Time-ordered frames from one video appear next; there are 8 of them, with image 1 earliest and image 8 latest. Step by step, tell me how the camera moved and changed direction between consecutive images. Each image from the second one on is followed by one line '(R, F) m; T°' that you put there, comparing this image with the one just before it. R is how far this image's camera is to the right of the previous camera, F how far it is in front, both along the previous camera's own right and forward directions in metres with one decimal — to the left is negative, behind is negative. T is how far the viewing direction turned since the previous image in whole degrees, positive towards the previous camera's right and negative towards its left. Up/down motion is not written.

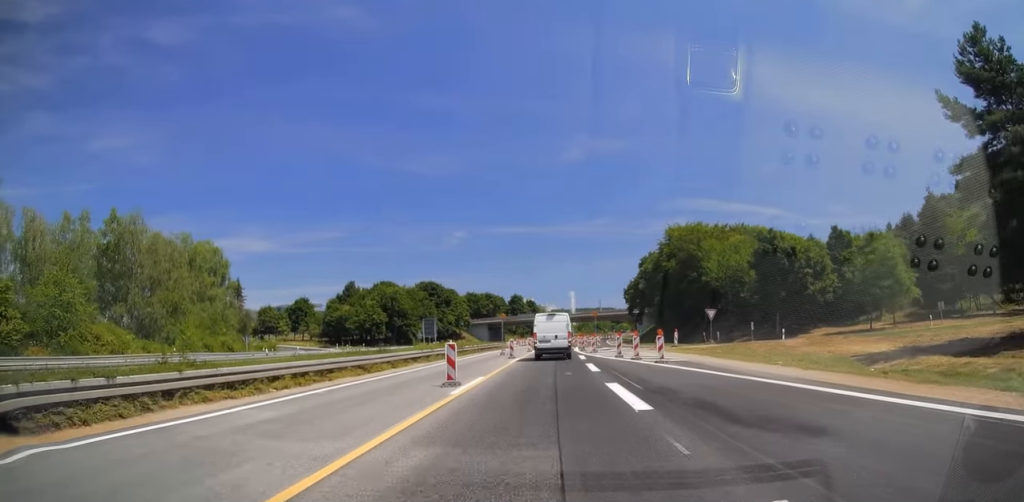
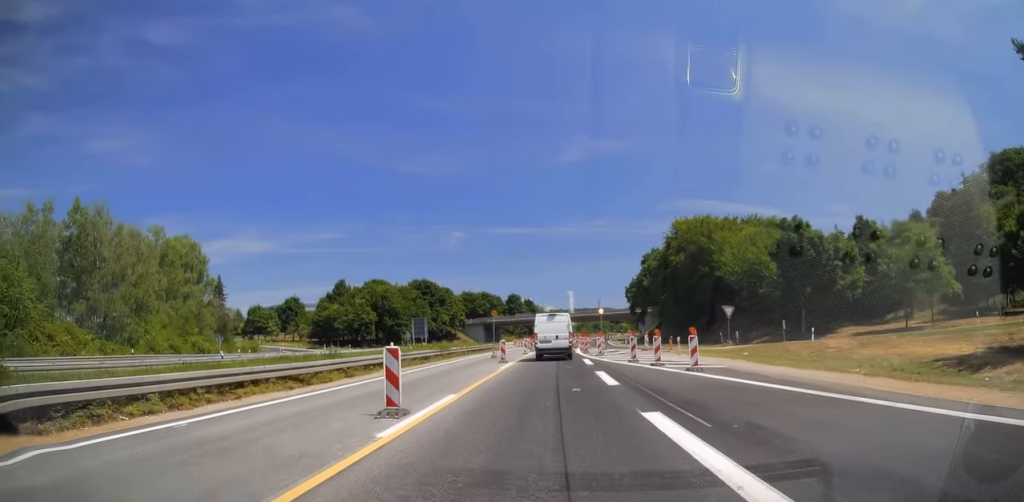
(0.0, +6.5) m; +1°
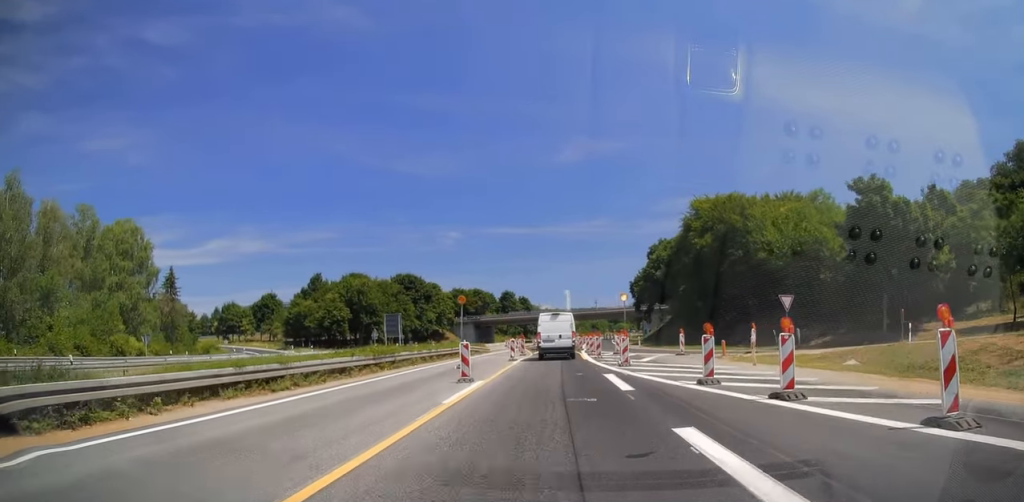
(+0.3, +13.9) m; 0°
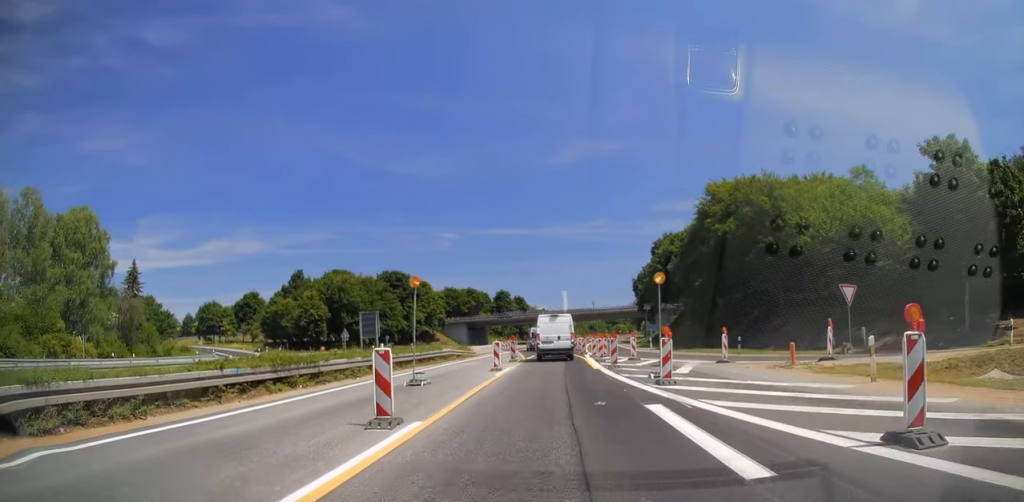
(-0.3, +8.9) m; 0°
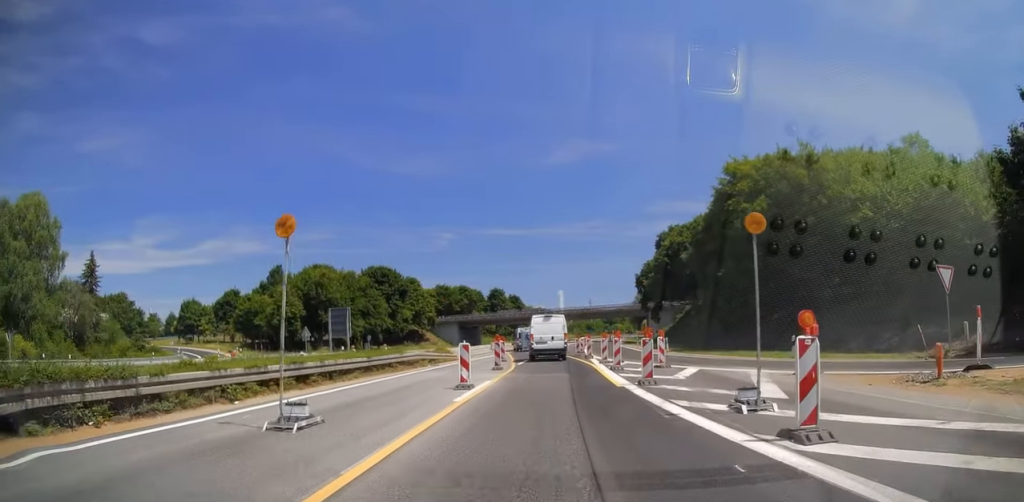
(0.0, +8.7) m; 0°
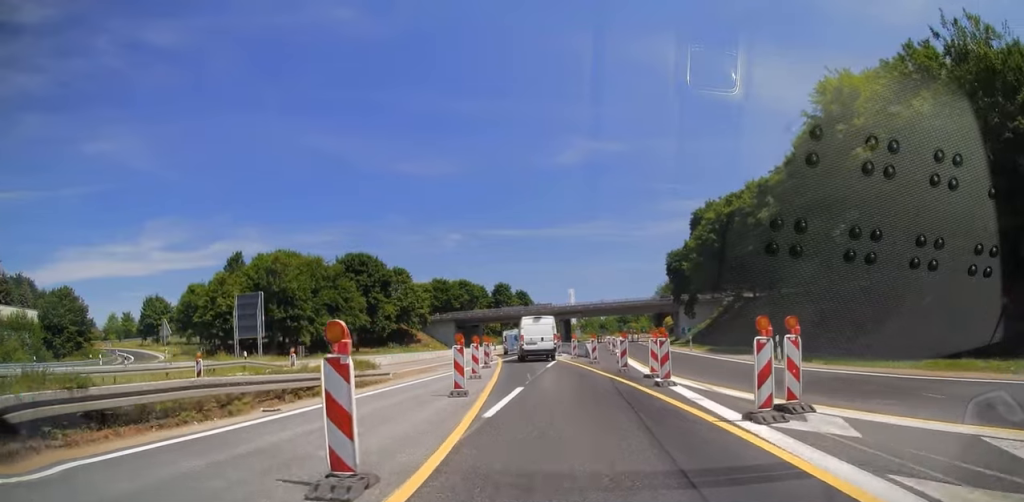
(0.0, +20.3) m; -1°
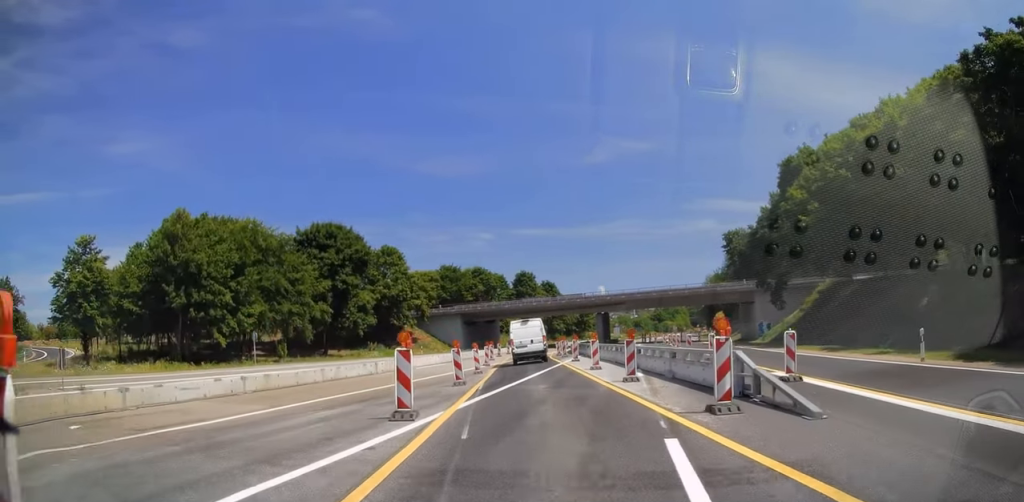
(0.0, +27.0) m; -1°
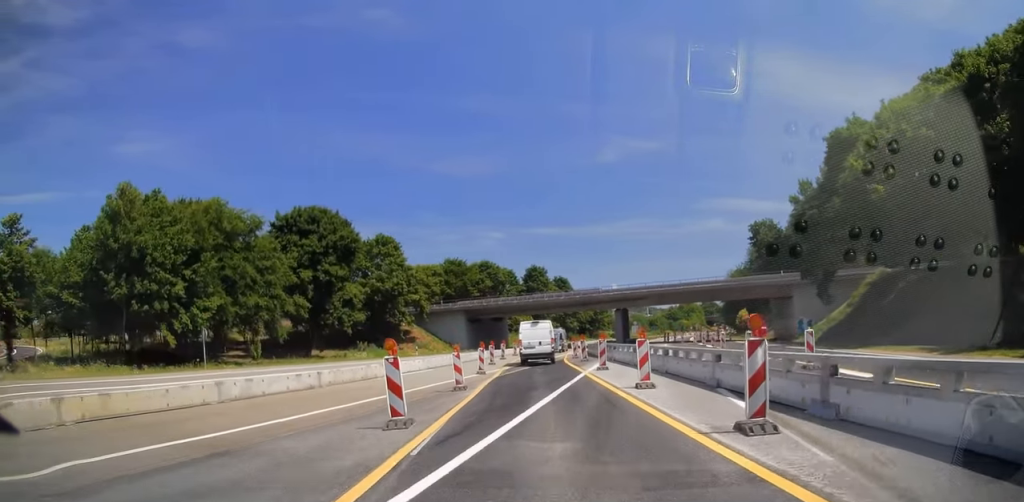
(-0.1, +9.6) m; -2°
